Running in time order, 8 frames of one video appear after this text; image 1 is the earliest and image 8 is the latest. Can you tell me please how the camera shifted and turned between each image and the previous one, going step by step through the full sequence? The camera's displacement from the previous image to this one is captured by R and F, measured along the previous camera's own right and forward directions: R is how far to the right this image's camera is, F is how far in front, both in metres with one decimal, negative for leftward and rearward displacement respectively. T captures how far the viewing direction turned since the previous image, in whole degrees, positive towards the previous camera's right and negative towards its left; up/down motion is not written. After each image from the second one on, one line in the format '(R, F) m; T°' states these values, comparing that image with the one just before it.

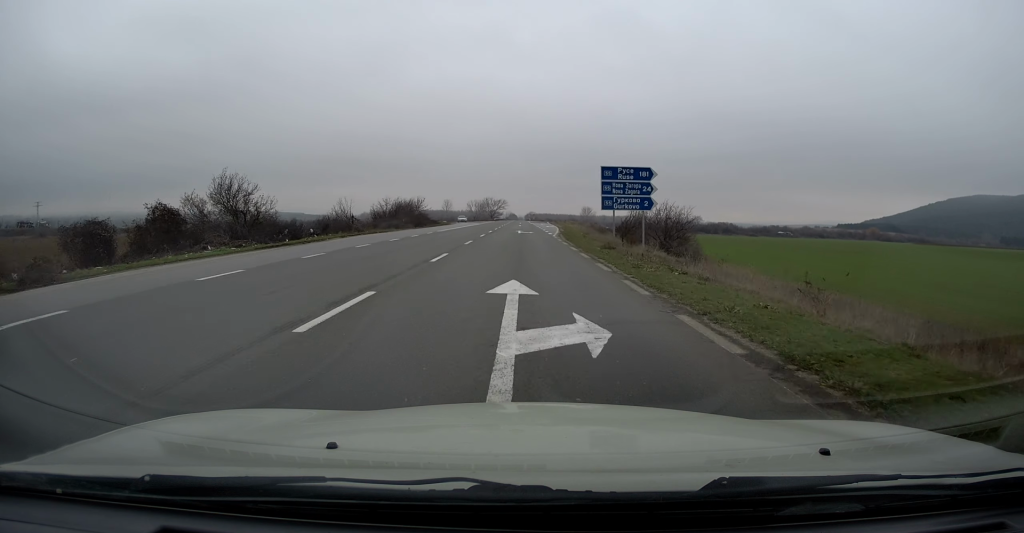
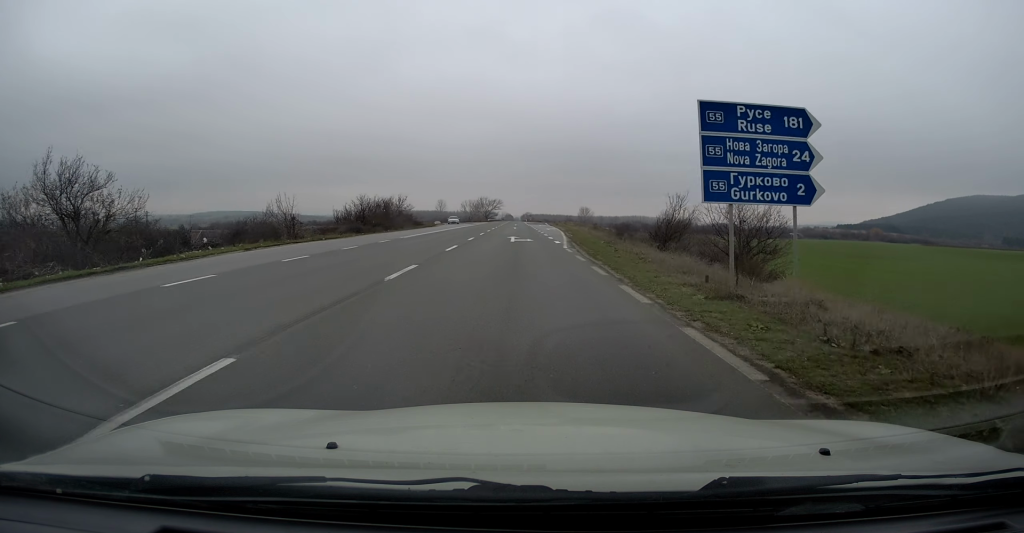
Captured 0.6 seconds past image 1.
(+0.1, +12.9) m; +1°
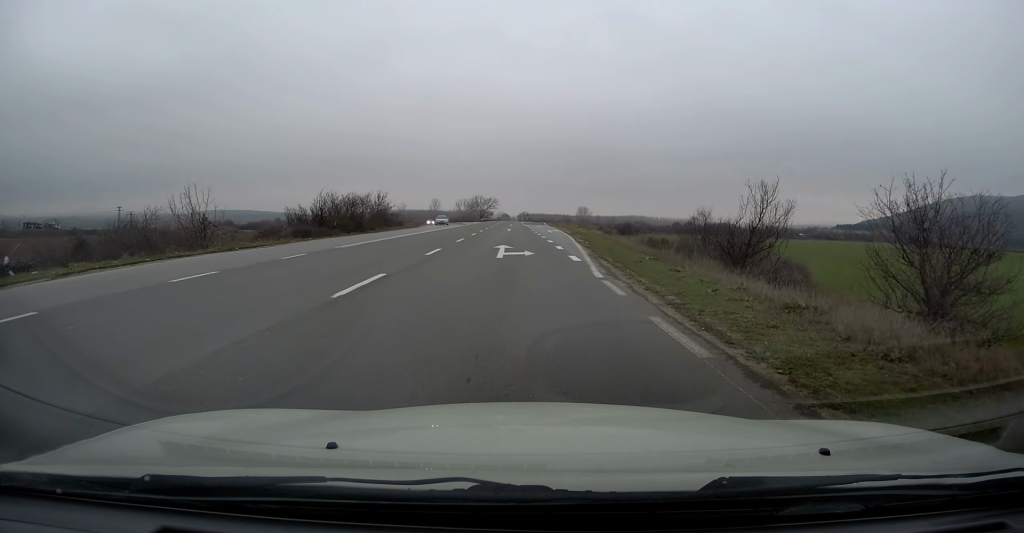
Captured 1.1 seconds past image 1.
(+0.1, +11.2) m; 0°
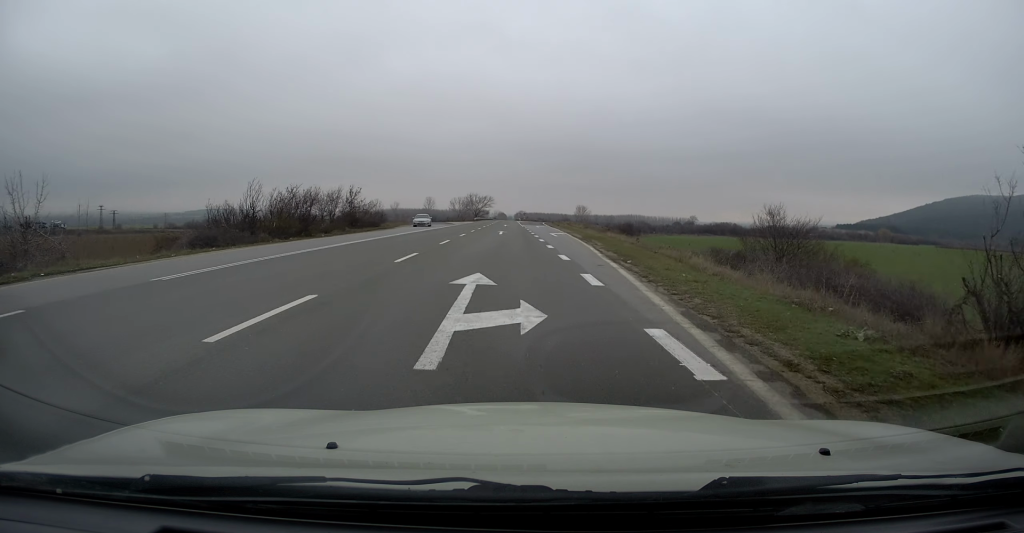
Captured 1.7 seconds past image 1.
(0.0, +11.8) m; 0°
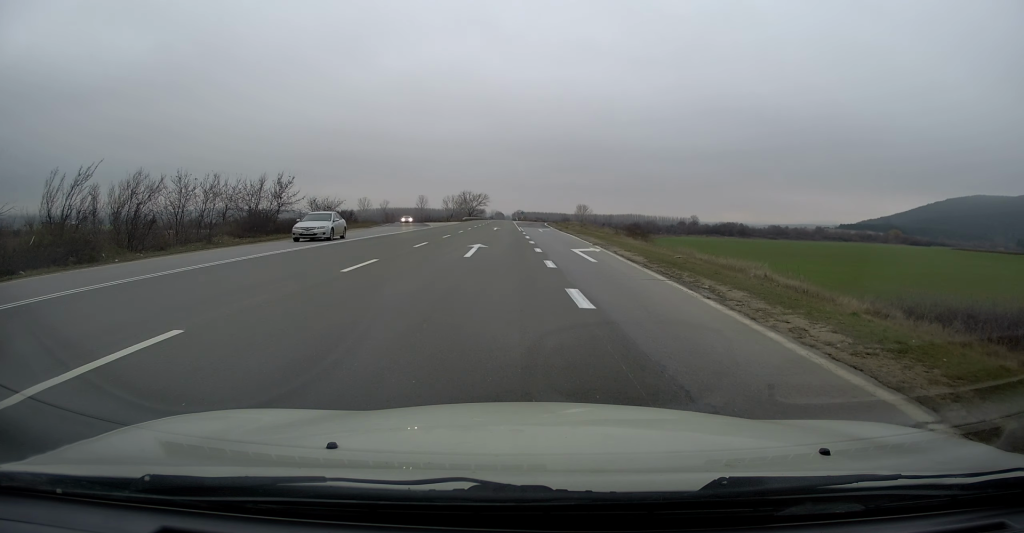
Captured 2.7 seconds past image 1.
(-0.1, +20.4) m; 0°
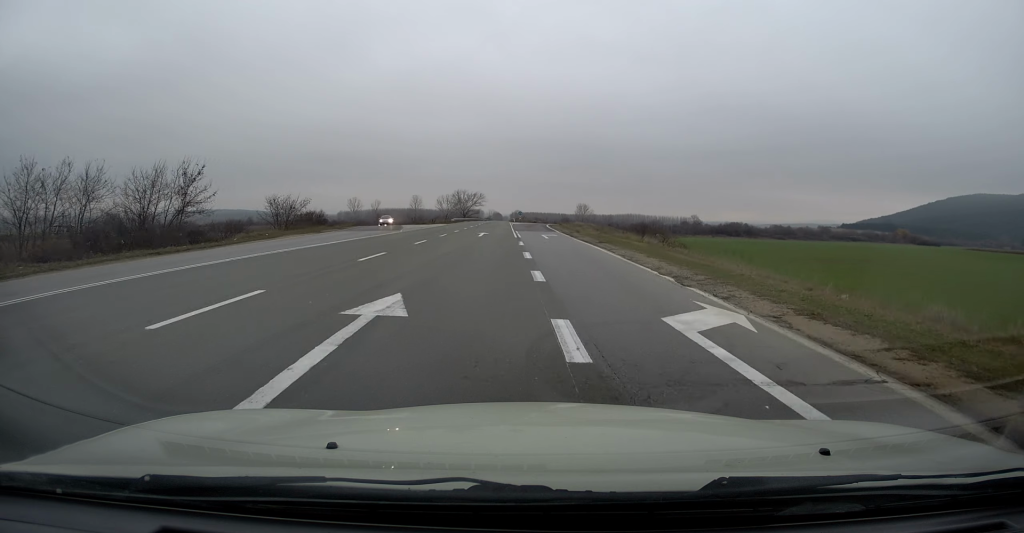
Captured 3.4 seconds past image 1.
(0.0, +14.7) m; 0°
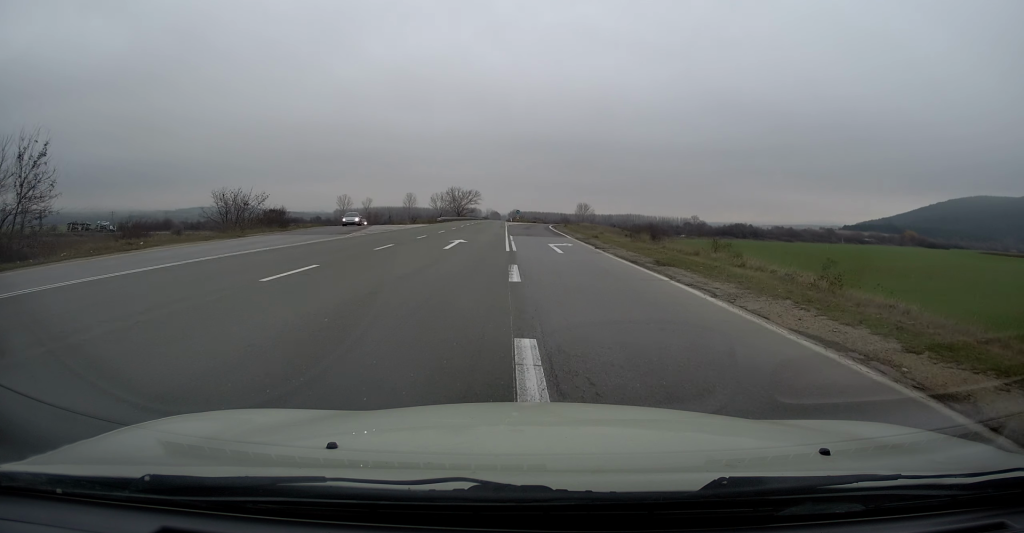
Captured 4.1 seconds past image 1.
(0.0, +13.7) m; 0°
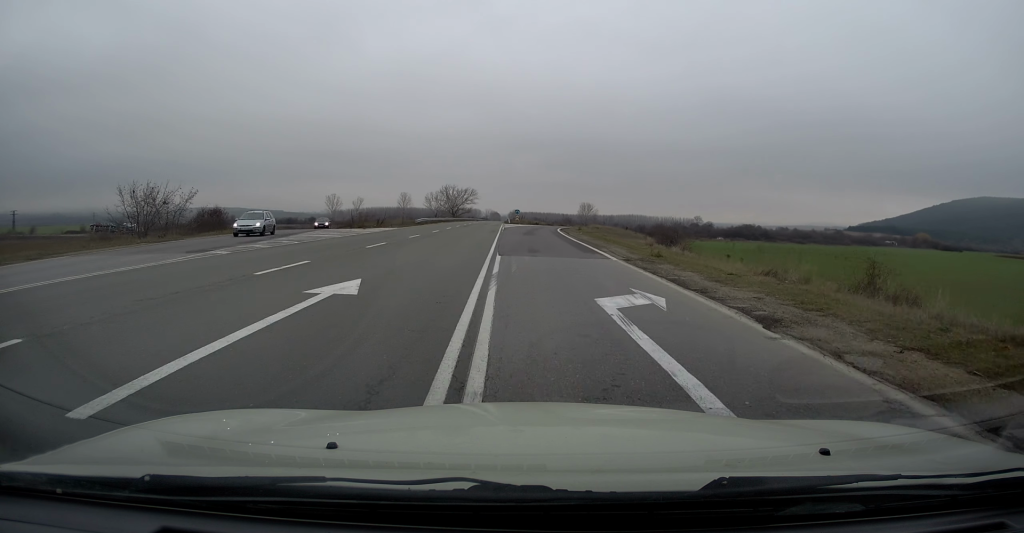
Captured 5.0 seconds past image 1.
(+0.1, +16.6) m; +1°
